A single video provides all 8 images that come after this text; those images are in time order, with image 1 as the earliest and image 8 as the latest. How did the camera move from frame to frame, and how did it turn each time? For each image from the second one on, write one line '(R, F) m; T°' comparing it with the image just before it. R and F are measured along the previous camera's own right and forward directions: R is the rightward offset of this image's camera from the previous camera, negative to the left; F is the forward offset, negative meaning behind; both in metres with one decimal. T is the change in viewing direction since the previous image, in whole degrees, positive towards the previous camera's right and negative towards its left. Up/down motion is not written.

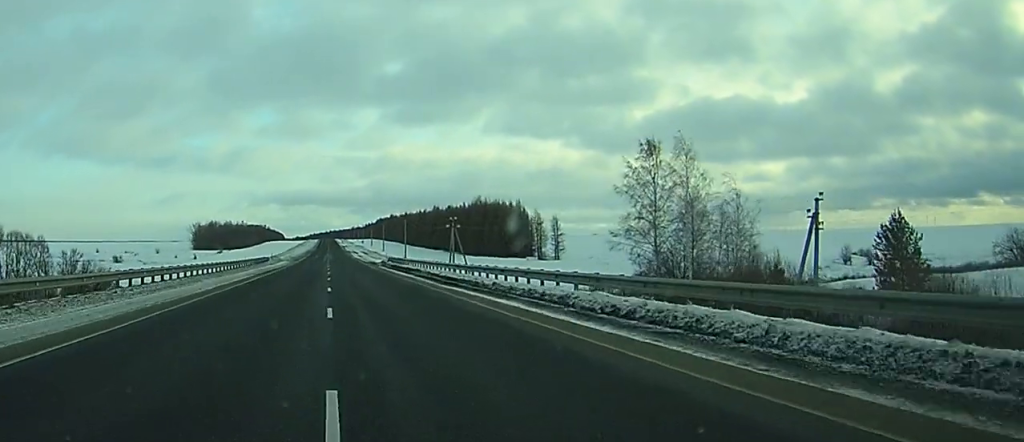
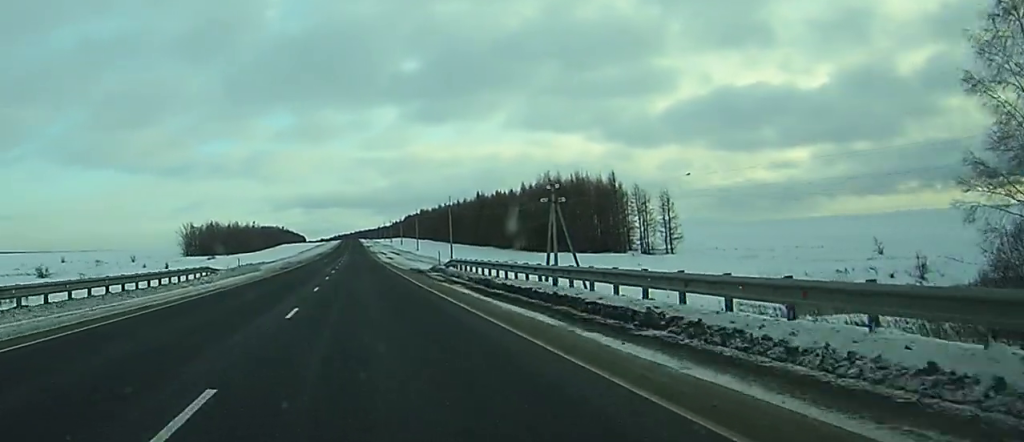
(+0.1, +47.5) m; -1°
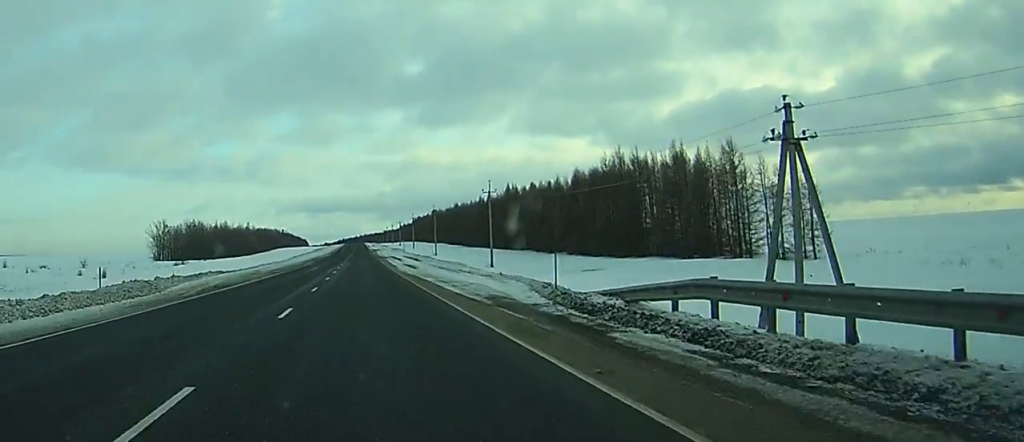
(-0.4, +35.7) m; -1°
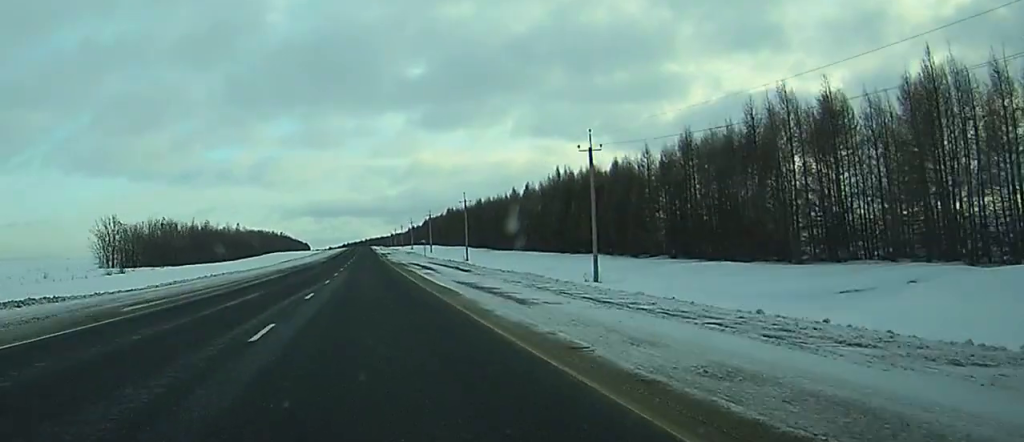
(0.0, +40.3) m; 0°
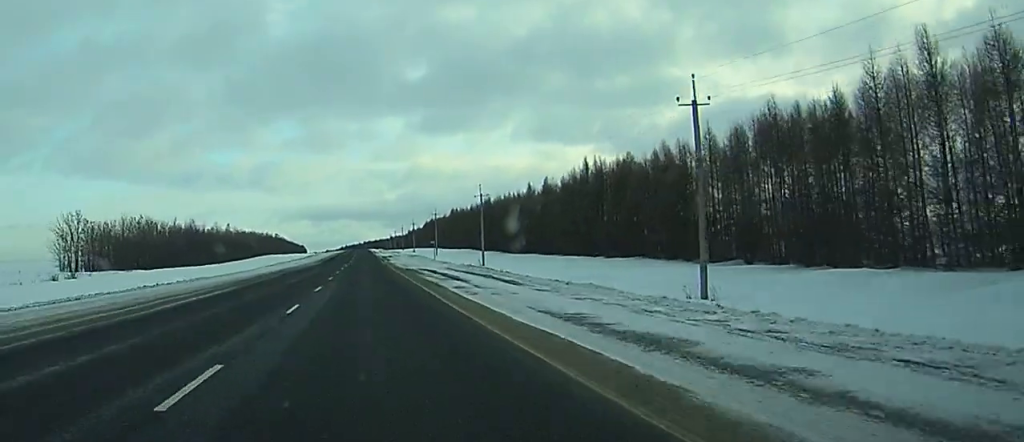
(0.0, +17.5) m; 0°
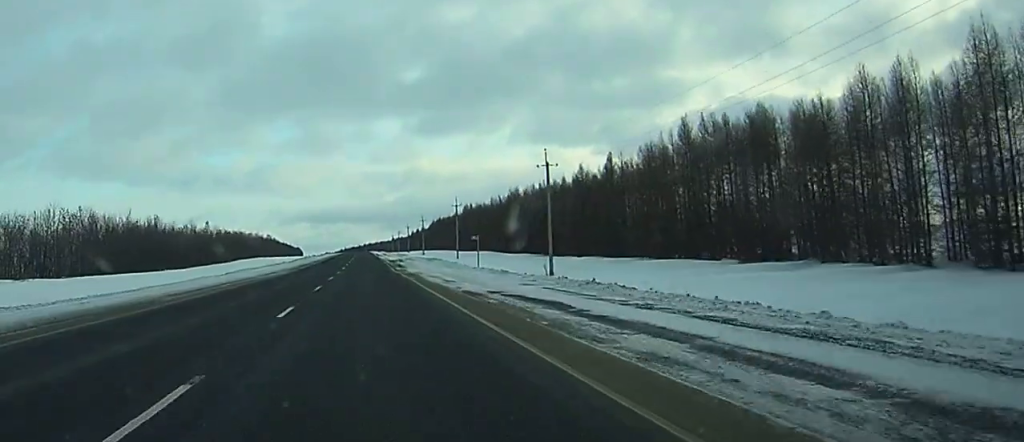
(-0.3, +36.5) m; 0°
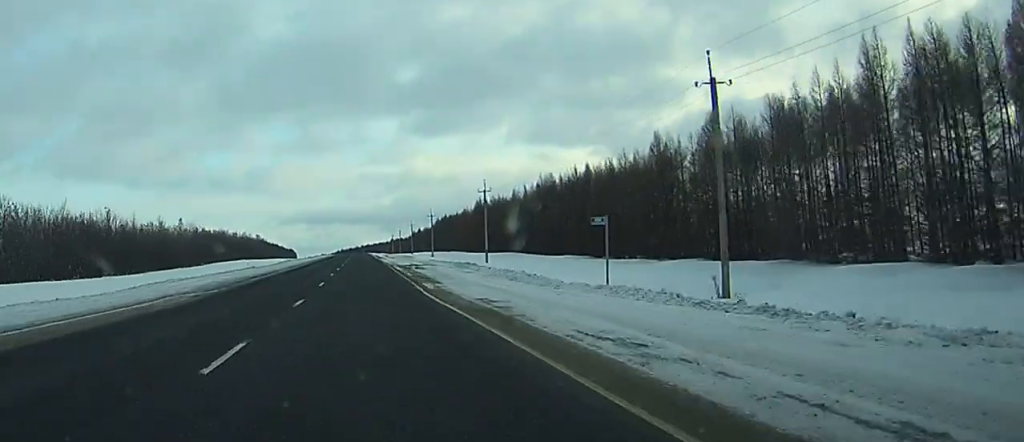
(+0.1, +31.9) m; 0°
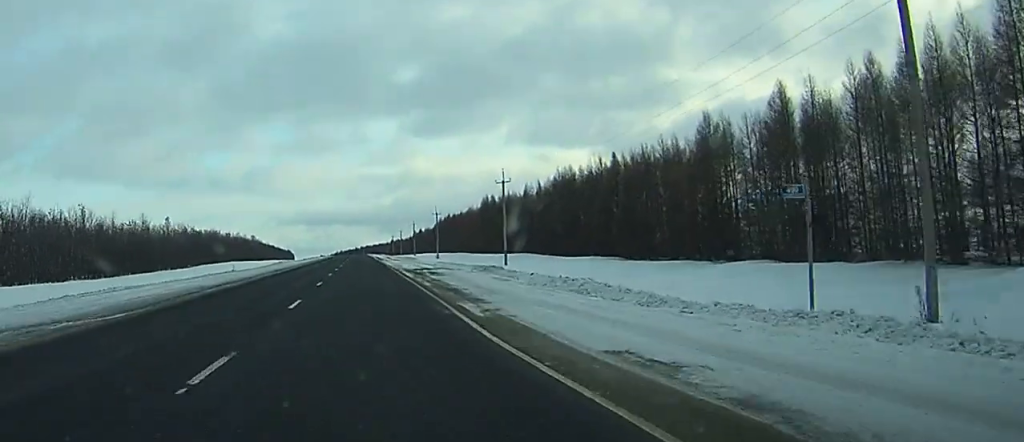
(0.0, +13.0) m; 0°
